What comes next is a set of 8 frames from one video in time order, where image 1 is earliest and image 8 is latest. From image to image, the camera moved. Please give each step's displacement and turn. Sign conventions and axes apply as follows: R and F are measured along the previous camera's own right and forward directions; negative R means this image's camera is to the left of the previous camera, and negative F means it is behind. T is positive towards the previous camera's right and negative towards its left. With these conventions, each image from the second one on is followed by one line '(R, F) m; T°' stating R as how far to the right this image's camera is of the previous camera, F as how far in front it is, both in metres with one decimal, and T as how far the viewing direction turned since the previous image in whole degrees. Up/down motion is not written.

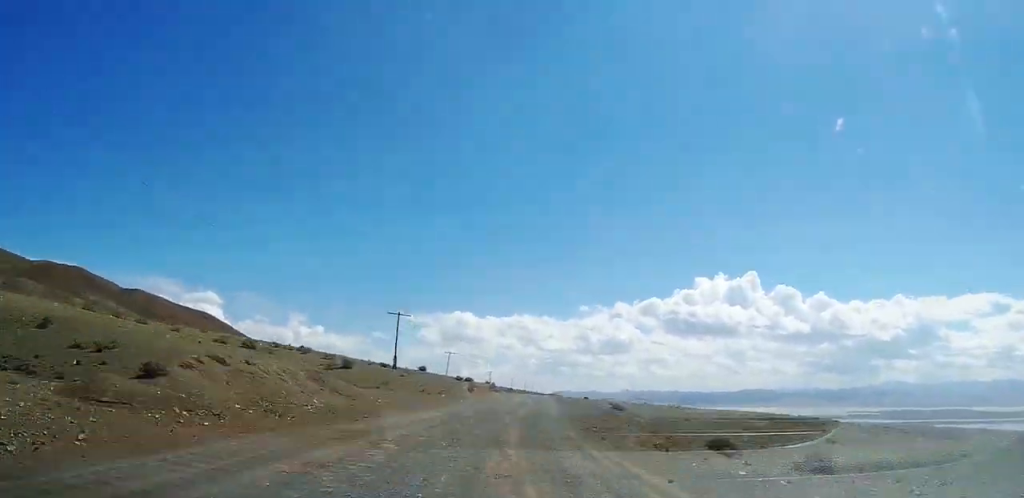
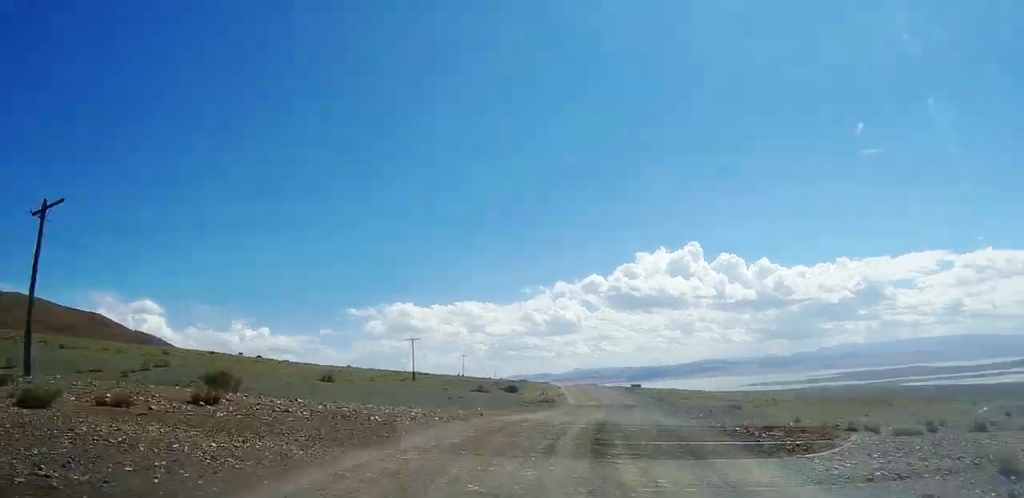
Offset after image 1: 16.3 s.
(+8.2, +173.1) m; +5°
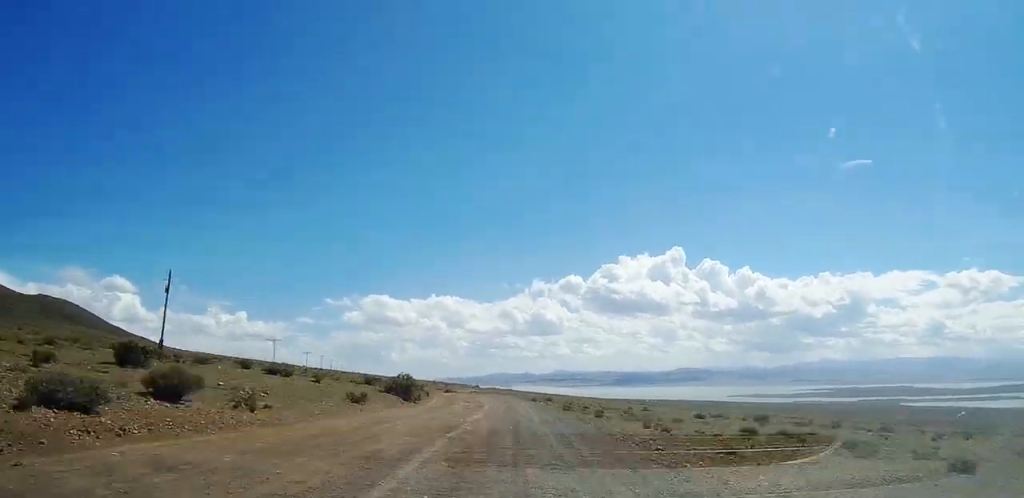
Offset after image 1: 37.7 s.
(-9.5, +229.5) m; -7°
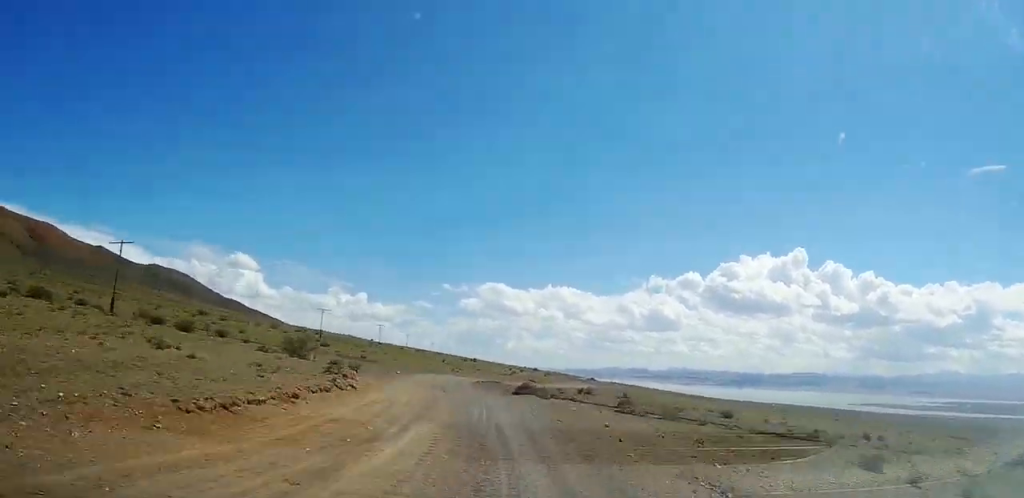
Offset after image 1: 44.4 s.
(-8.5, +66.4) m; +3°
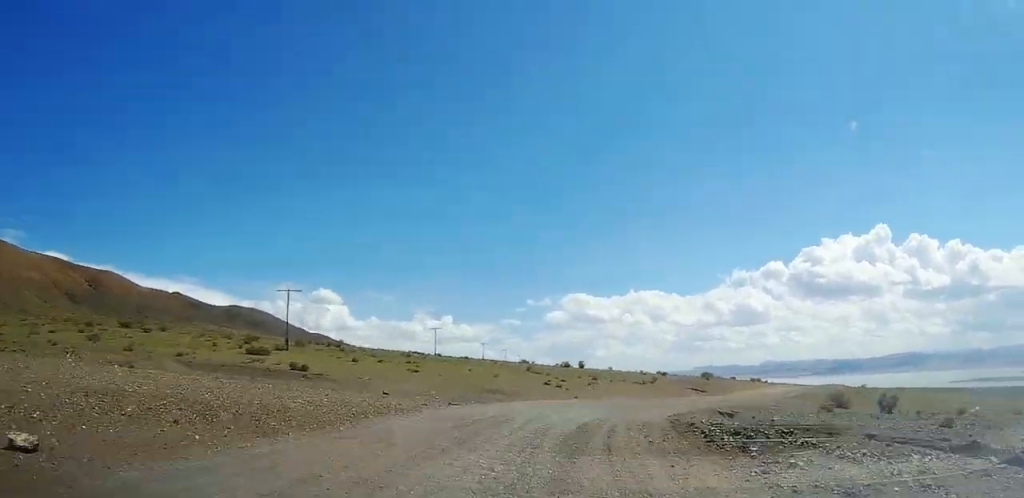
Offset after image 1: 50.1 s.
(+7.8, +51.4) m; +4°
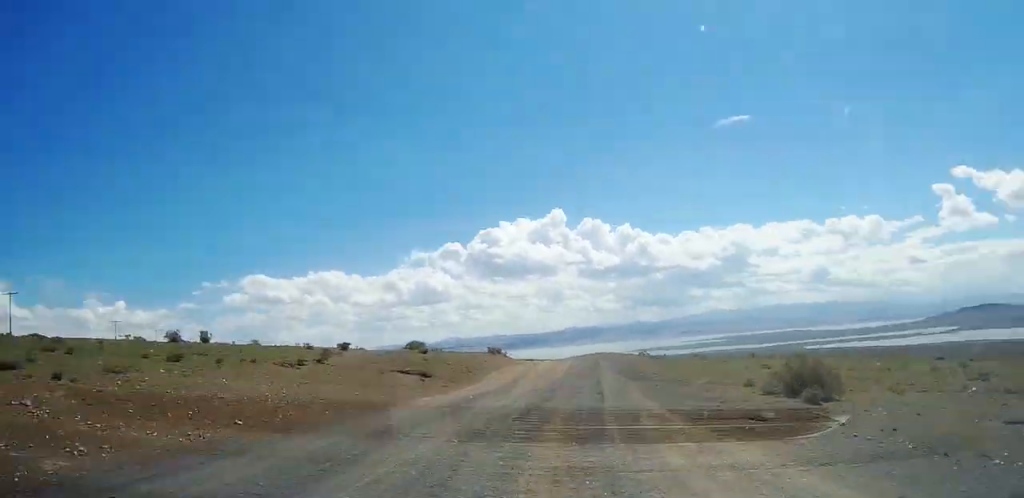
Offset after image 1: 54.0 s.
(+4.7, +36.3) m; +3°
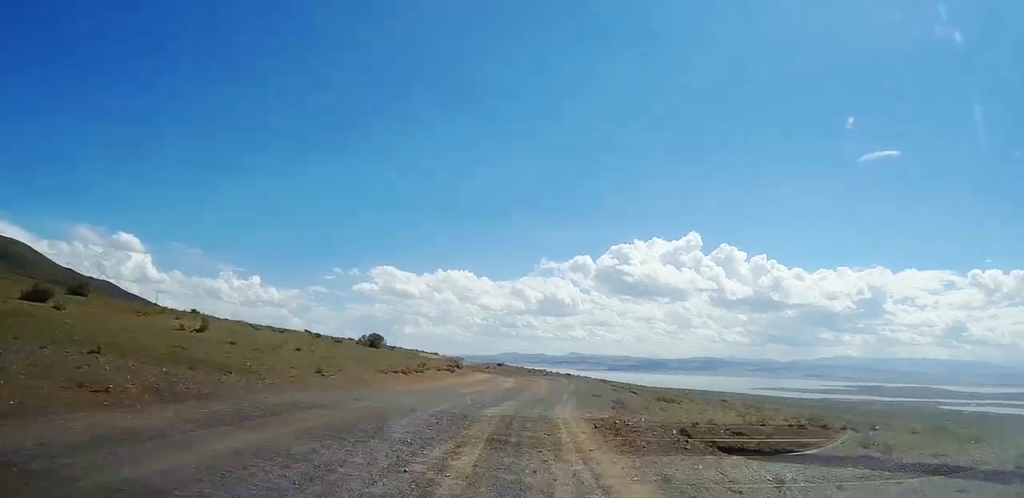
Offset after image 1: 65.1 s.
(-3.6, +95.1) m; -7°
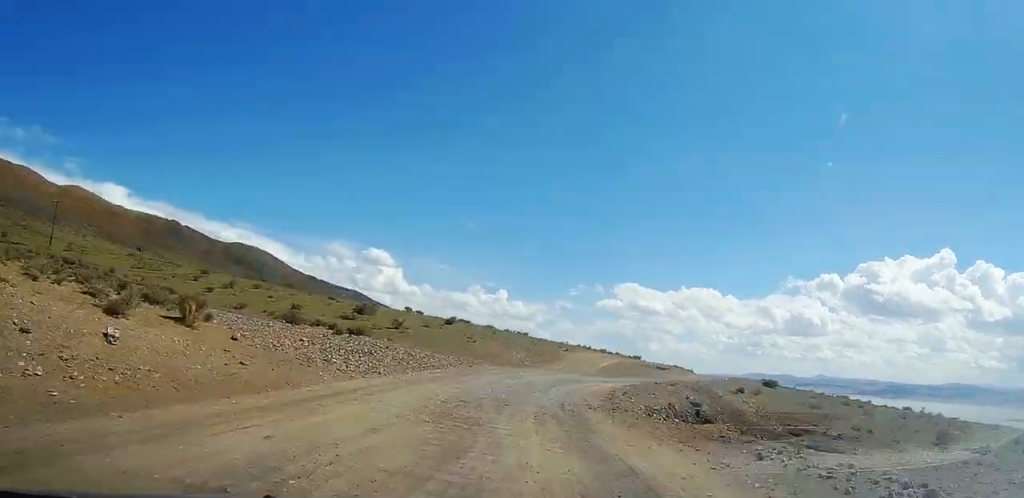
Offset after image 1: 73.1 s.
(-5.5, +65.0) m; -4°
